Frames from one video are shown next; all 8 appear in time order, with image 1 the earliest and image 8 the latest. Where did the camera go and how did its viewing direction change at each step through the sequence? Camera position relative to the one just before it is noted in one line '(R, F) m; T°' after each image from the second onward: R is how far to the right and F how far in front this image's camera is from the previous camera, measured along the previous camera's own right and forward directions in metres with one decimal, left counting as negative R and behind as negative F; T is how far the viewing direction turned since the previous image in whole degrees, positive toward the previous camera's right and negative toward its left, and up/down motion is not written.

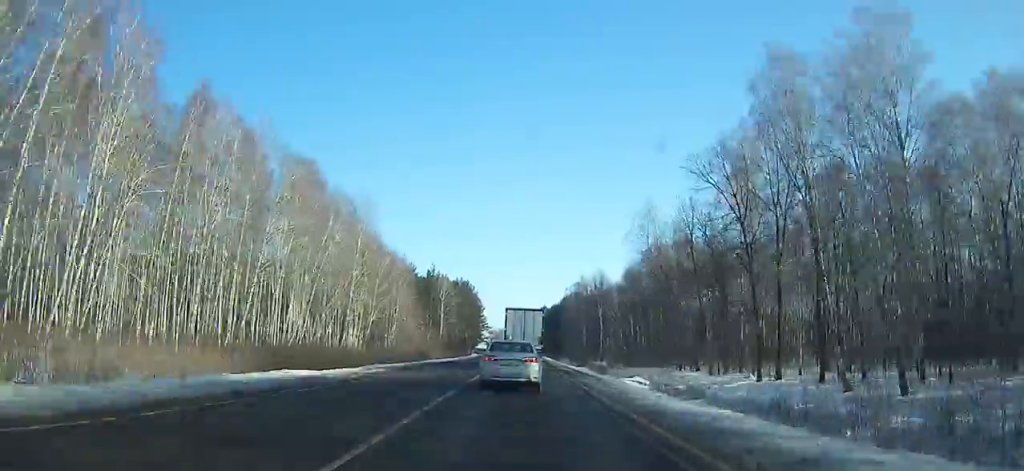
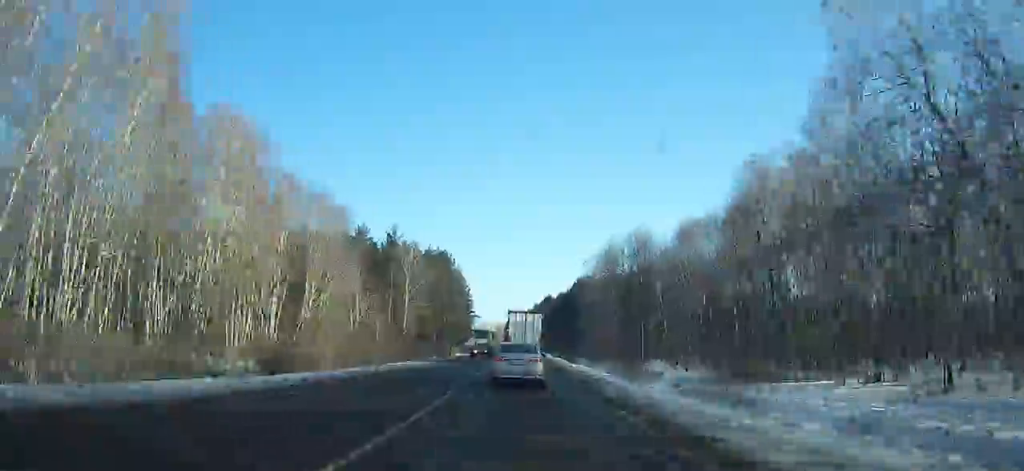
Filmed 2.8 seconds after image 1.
(+0.1, +56.1) m; 0°
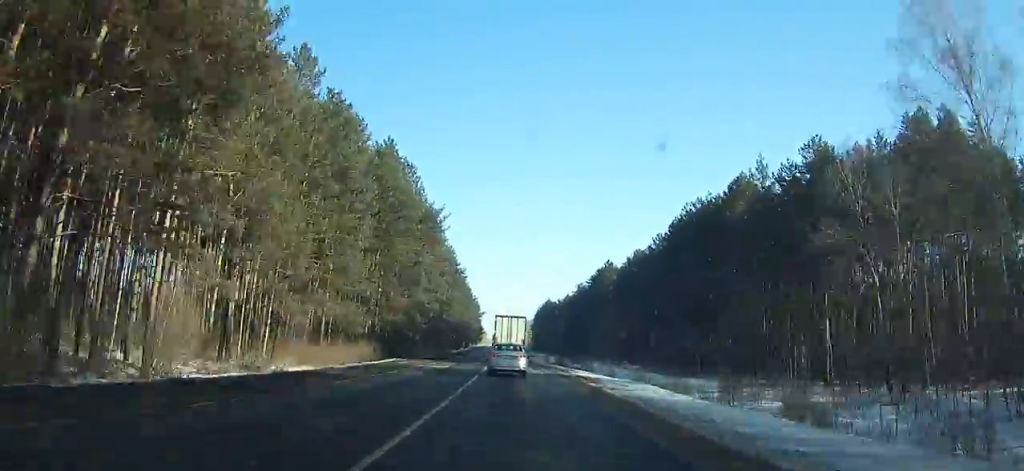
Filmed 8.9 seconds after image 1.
(-3.3, +122.6) m; -4°
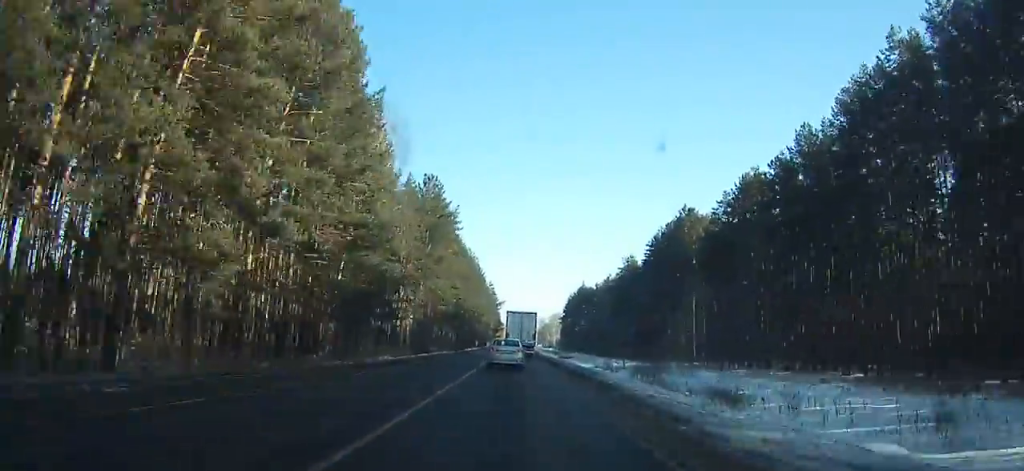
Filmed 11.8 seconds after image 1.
(-1.4, +59.3) m; -2°
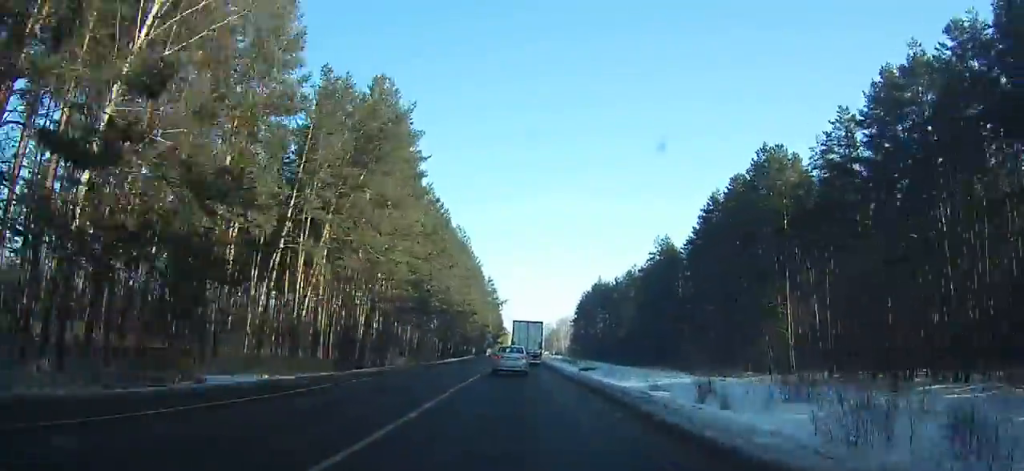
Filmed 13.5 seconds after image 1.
(-0.3, +35.2) m; 0°
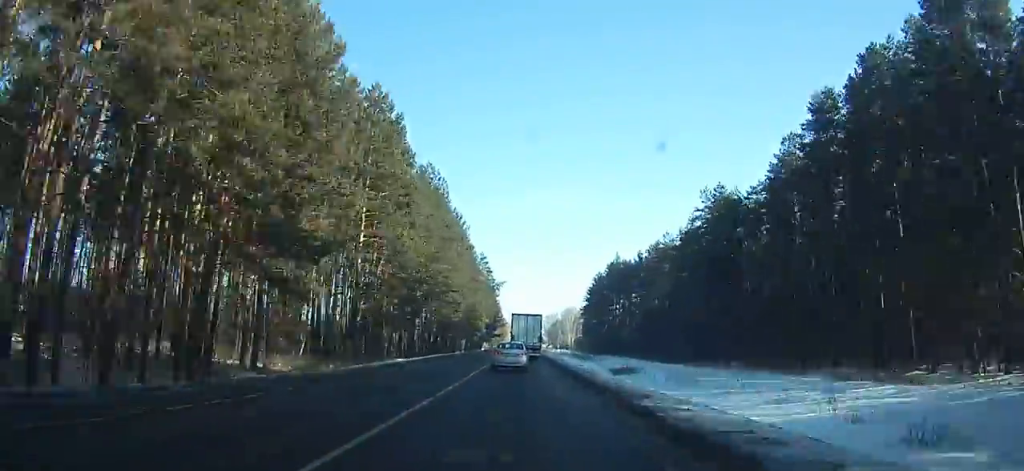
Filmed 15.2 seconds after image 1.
(-0.1, +35.2) m; 0°
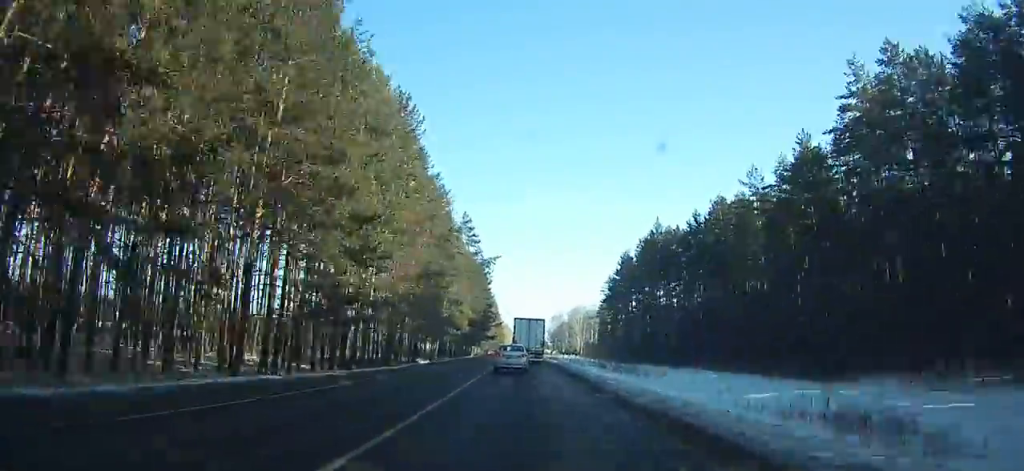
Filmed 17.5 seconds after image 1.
(0.0, +47.9) m; 0°
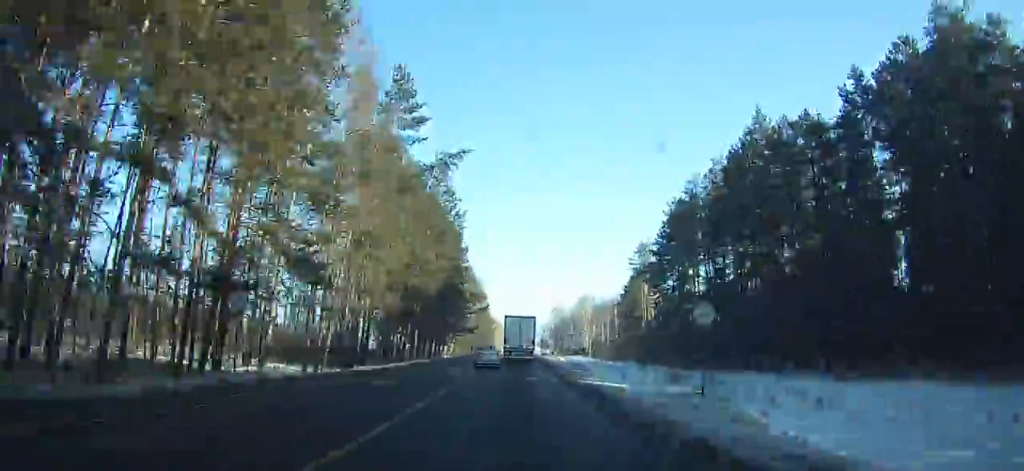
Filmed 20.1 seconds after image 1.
(0.0, +54.8) m; 0°
